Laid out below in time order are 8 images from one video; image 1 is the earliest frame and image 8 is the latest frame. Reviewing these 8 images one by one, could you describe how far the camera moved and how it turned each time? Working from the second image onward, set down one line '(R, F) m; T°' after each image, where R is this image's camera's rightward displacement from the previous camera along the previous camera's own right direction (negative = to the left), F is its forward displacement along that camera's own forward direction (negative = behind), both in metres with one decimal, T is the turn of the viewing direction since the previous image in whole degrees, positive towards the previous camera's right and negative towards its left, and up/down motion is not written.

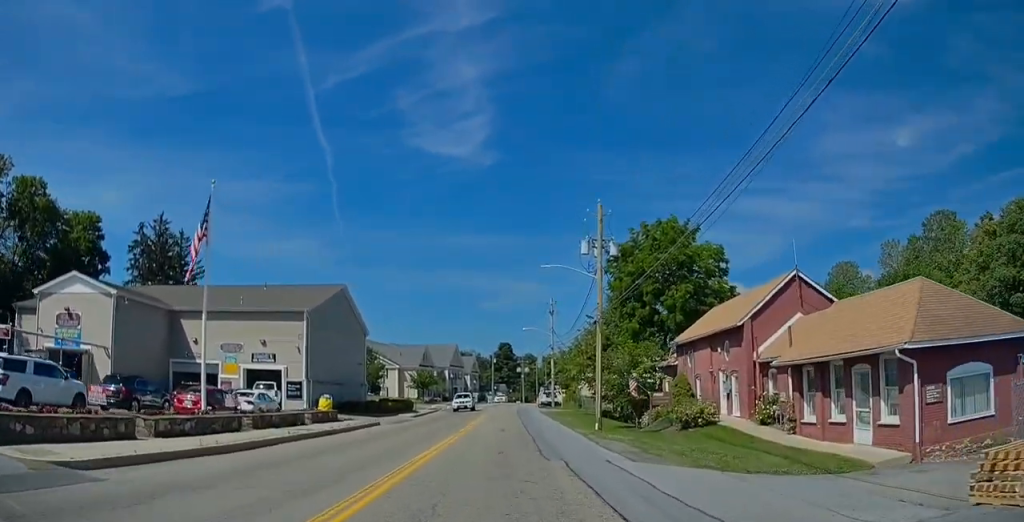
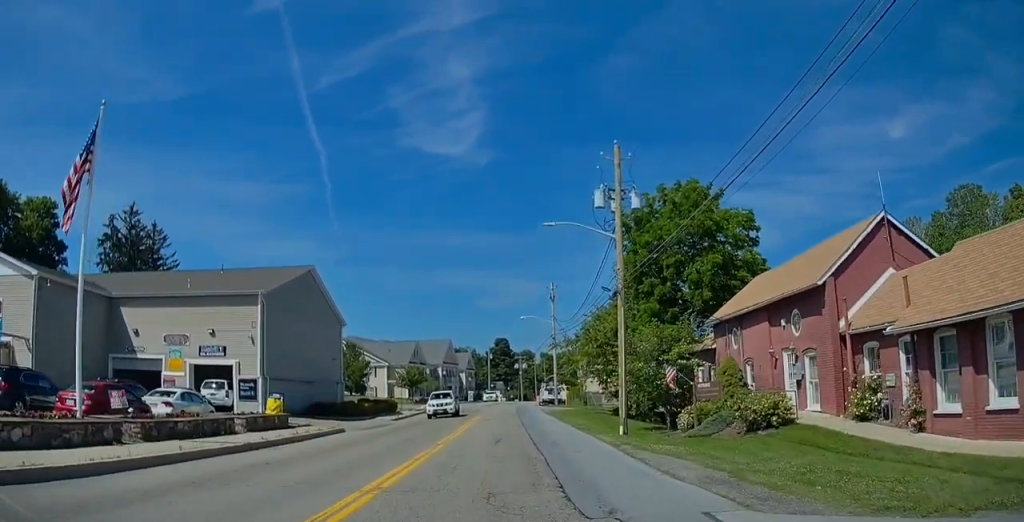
(-0.1, +7.6) m; 0°
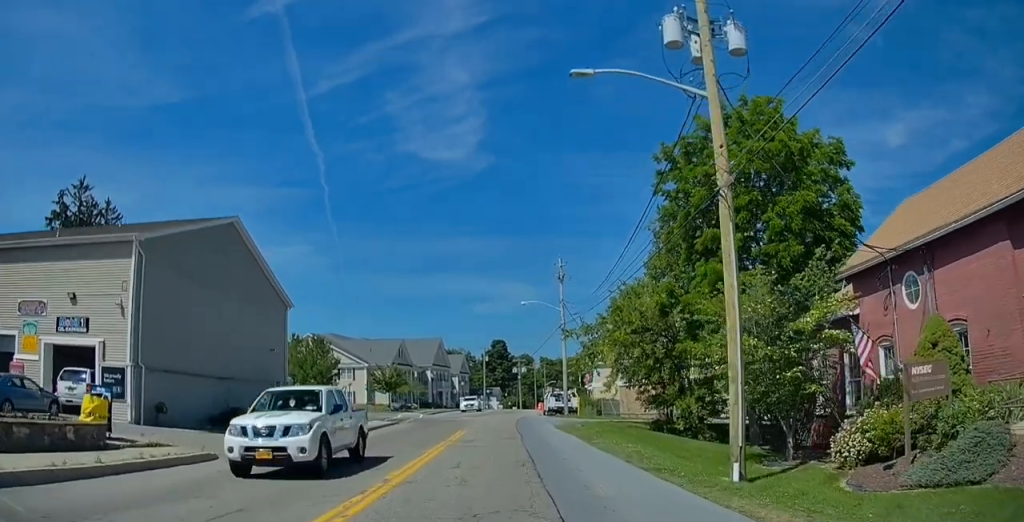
(+0.2, +13.0) m; +1°
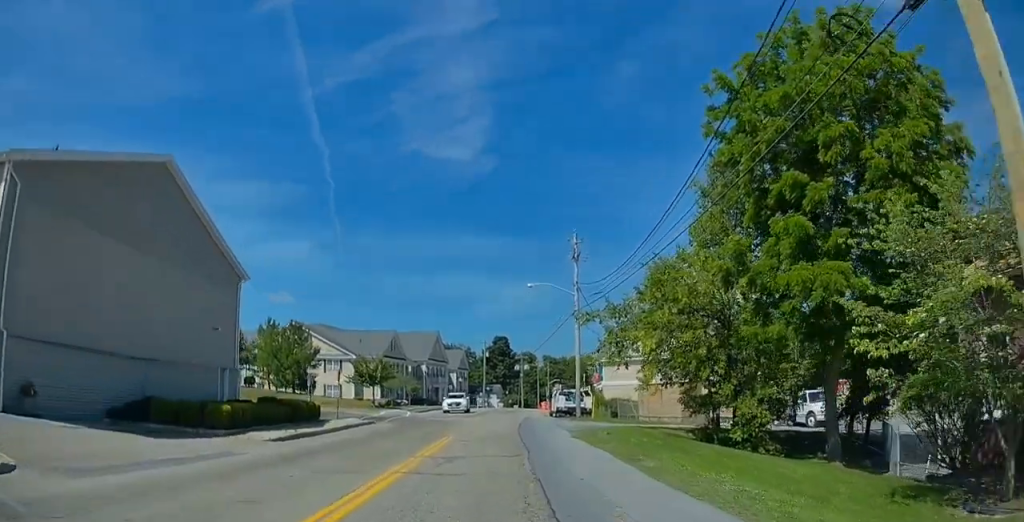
(-0.2, +7.9) m; +1°
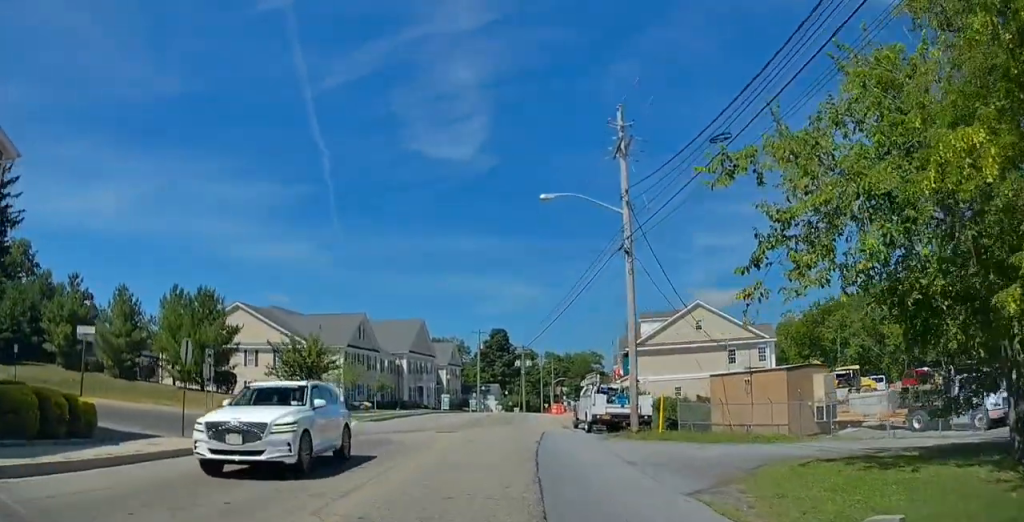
(+0.6, +18.3) m; -1°
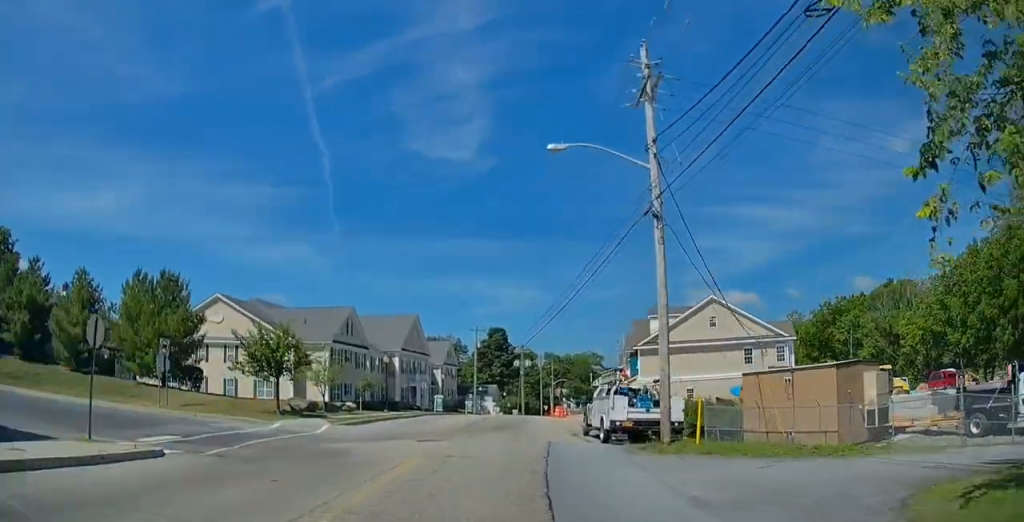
(0.0, +4.8) m; -1°
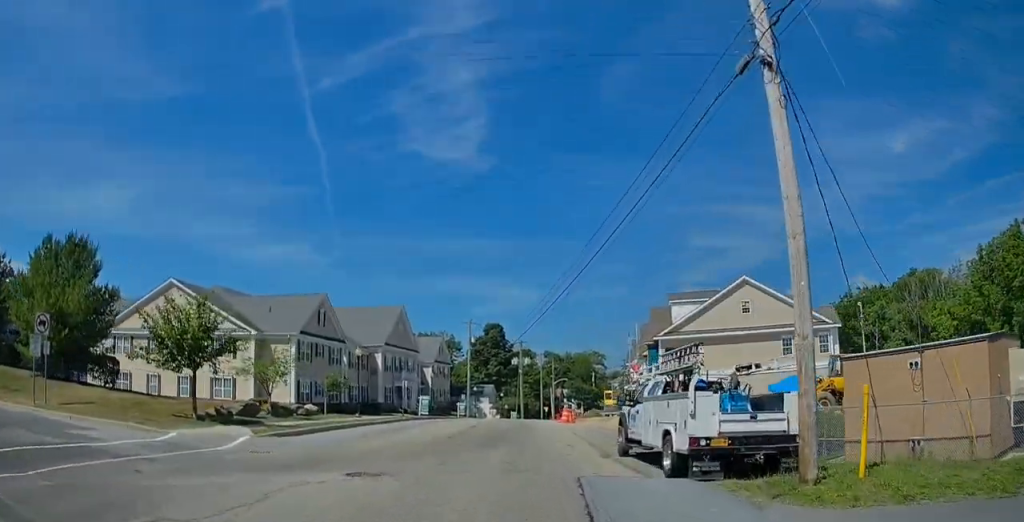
(-0.4, +9.0) m; -1°
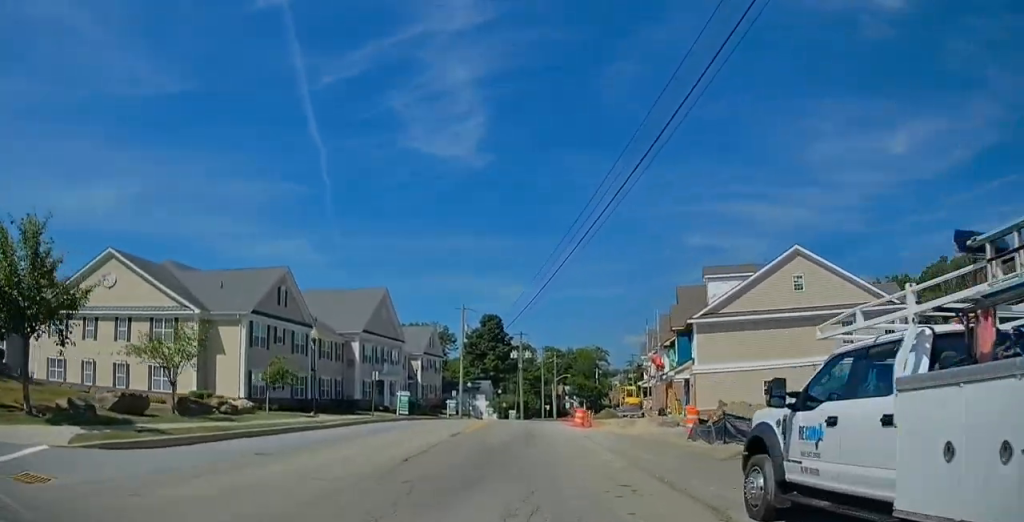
(+0.3, +10.0) m; +2°
